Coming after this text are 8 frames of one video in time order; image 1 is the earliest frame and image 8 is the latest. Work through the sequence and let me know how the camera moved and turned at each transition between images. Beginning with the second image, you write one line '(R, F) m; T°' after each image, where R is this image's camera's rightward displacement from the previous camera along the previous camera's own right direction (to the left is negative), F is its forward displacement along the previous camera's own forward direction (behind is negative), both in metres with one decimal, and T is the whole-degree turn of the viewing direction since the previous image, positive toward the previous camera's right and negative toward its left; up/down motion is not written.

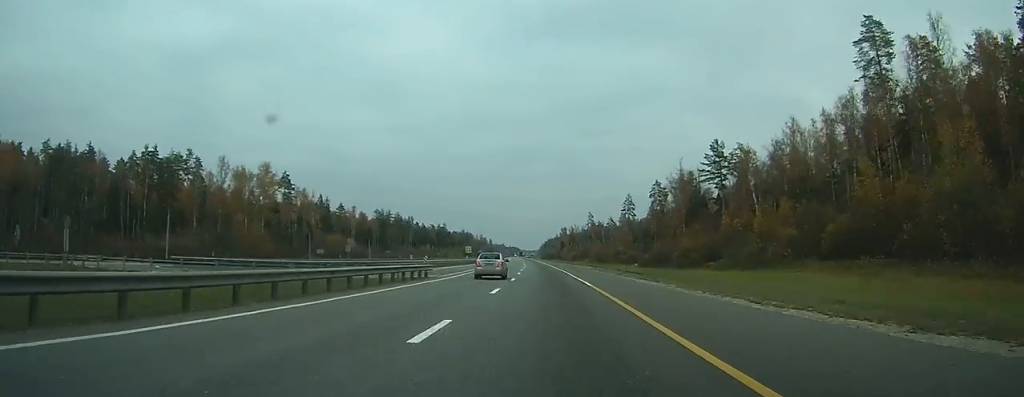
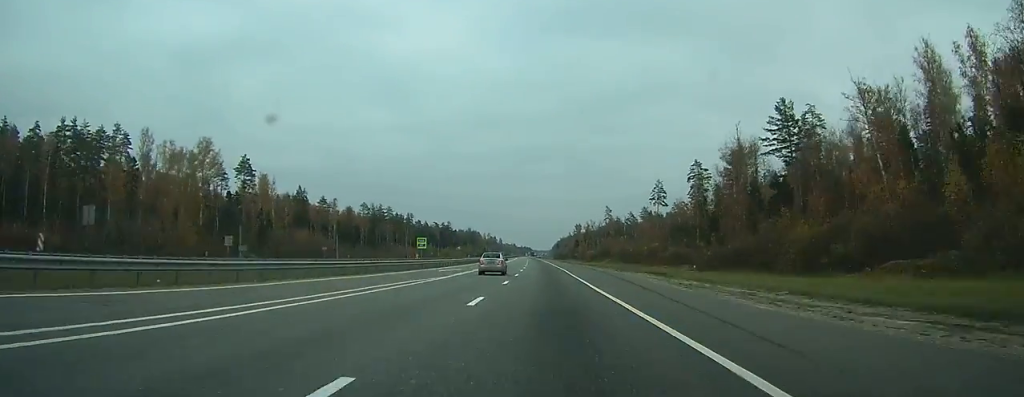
(-0.3, +41.6) m; -1°
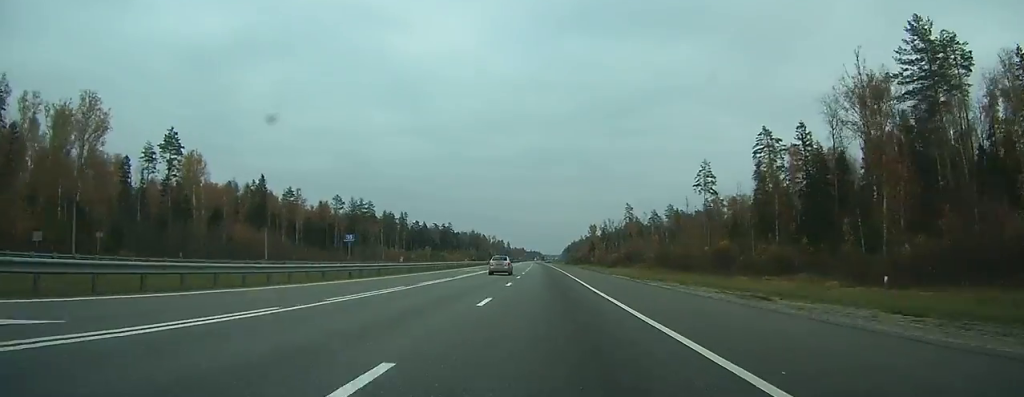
(-0.4, +47.7) m; -1°
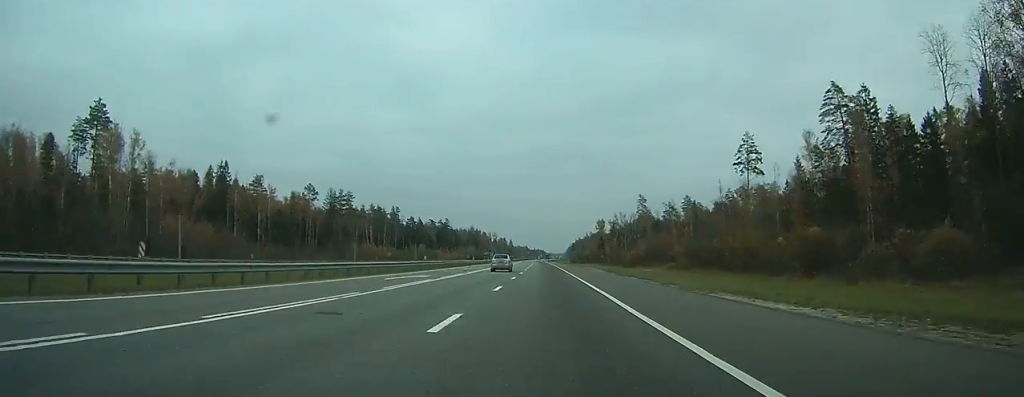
(-0.2, +30.8) m; 0°
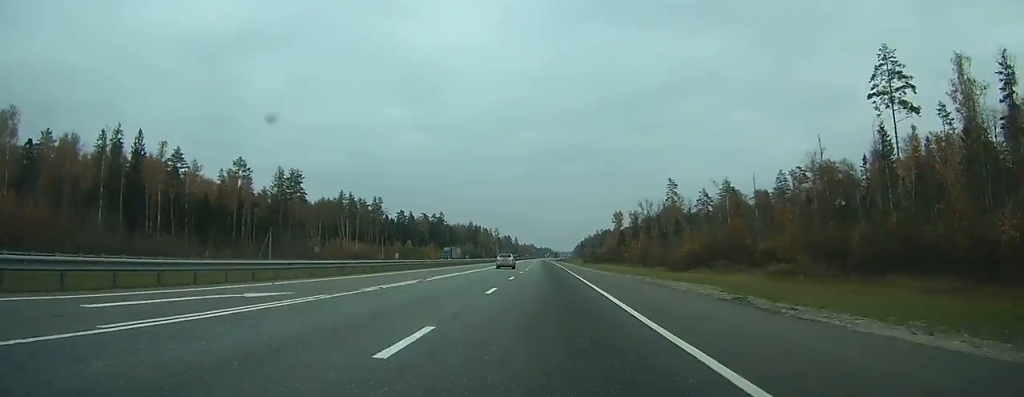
(-0.1, +49.4) m; 0°
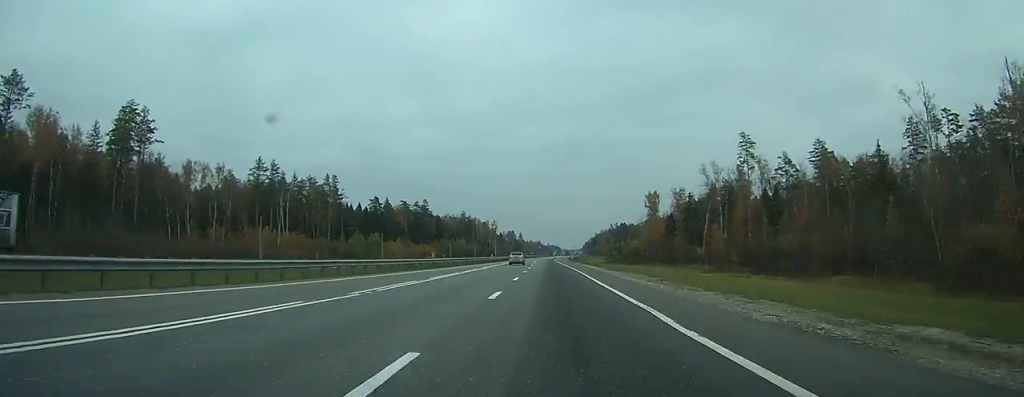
(-0.4, +74.7) m; -1°
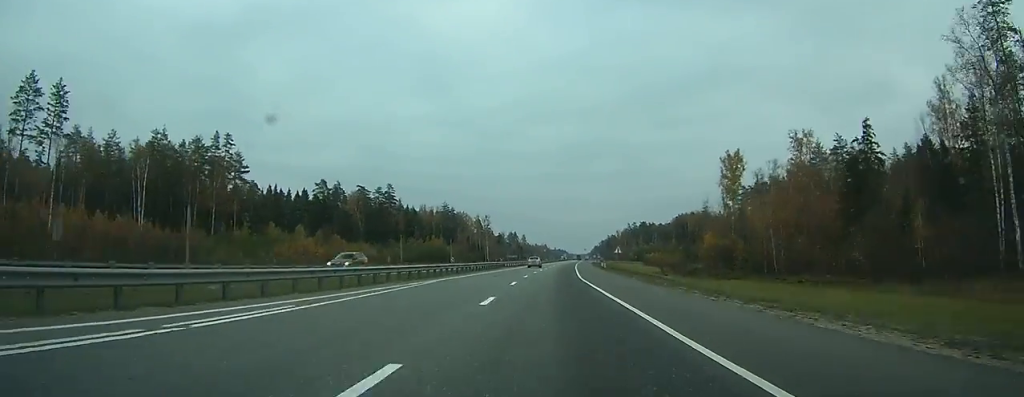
(-0.4, +85.8) m; 0°
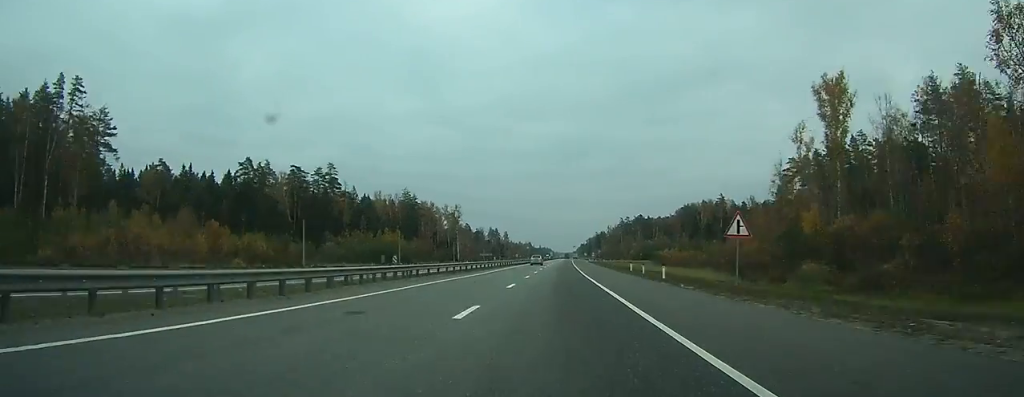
(+0.1, +52.2) m; +1°
